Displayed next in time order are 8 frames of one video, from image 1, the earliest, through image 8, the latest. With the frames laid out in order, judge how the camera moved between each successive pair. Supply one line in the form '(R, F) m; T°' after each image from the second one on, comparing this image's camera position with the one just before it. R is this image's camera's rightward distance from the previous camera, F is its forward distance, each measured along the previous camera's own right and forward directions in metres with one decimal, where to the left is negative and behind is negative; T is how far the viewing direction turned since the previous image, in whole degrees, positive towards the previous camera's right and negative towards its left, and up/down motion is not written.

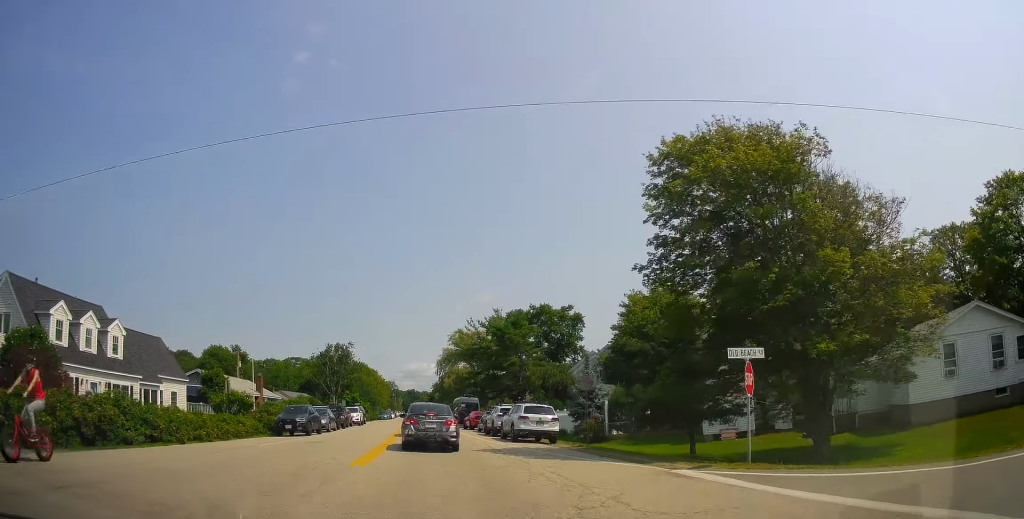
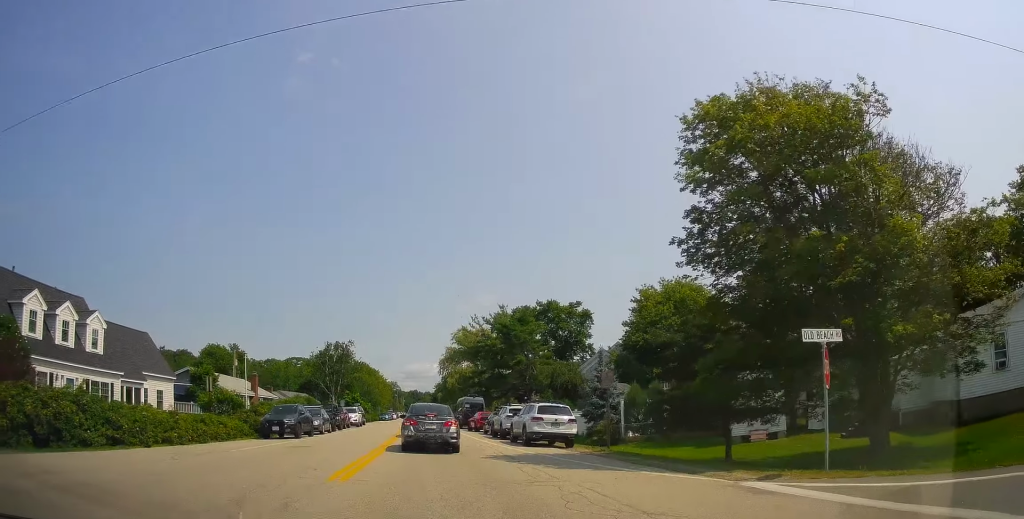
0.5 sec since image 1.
(+0.1, +2.6) m; +2°
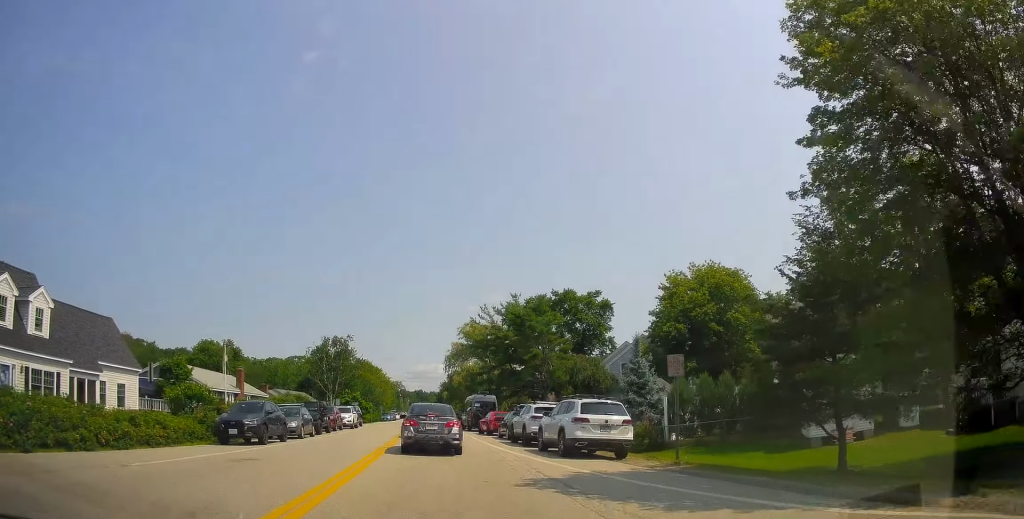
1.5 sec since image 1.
(0.0, +6.1) m; +6°
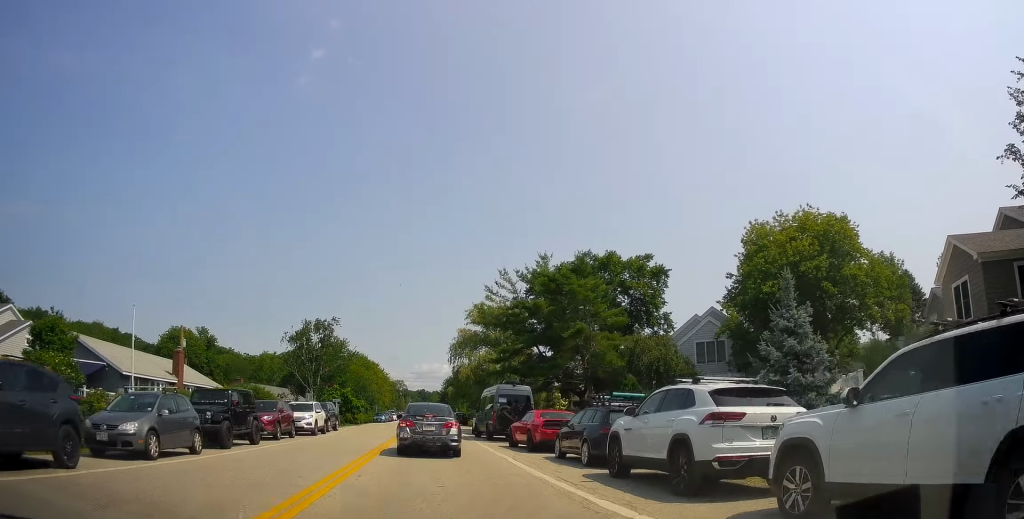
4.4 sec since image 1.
(-0.5, +14.2) m; -5°
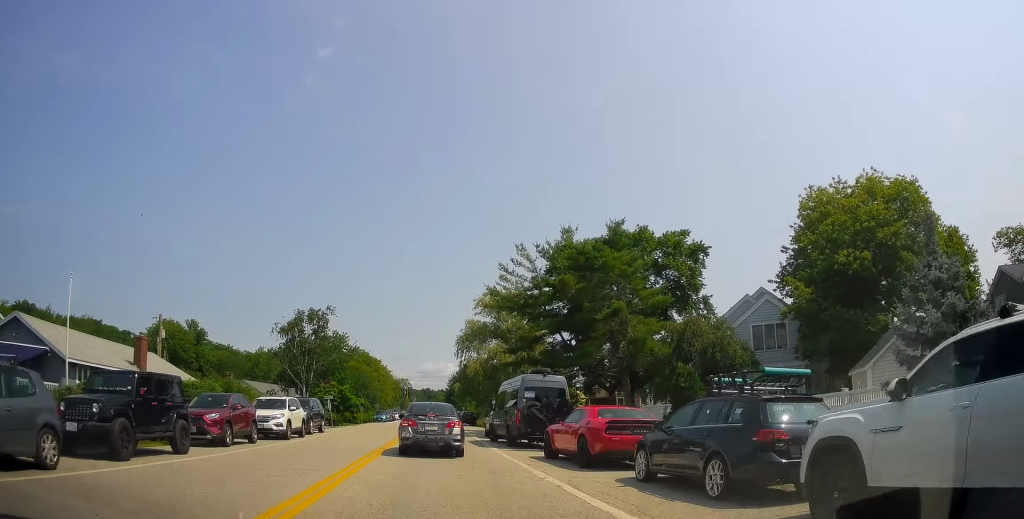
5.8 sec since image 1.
(0.0, +6.5) m; -4°
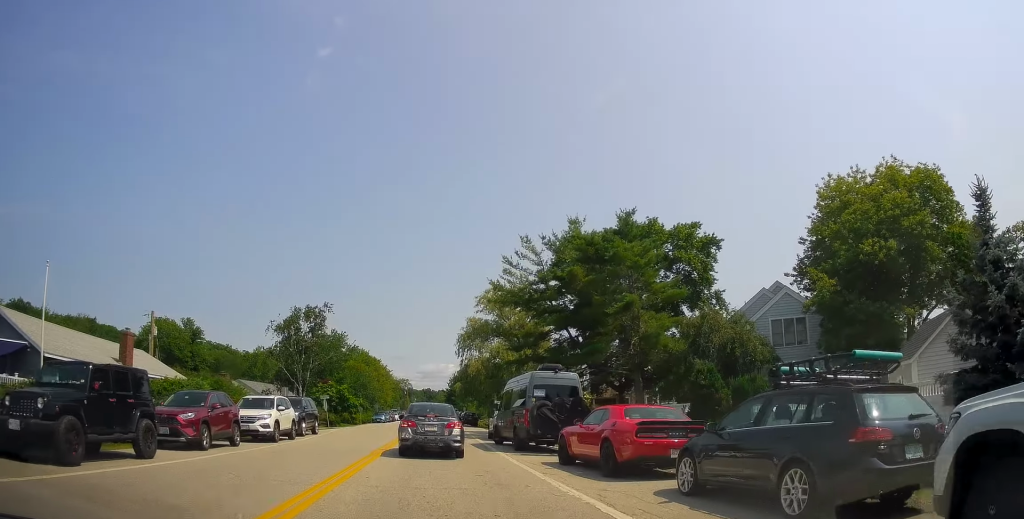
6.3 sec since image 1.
(-0.1, +1.9) m; -2°
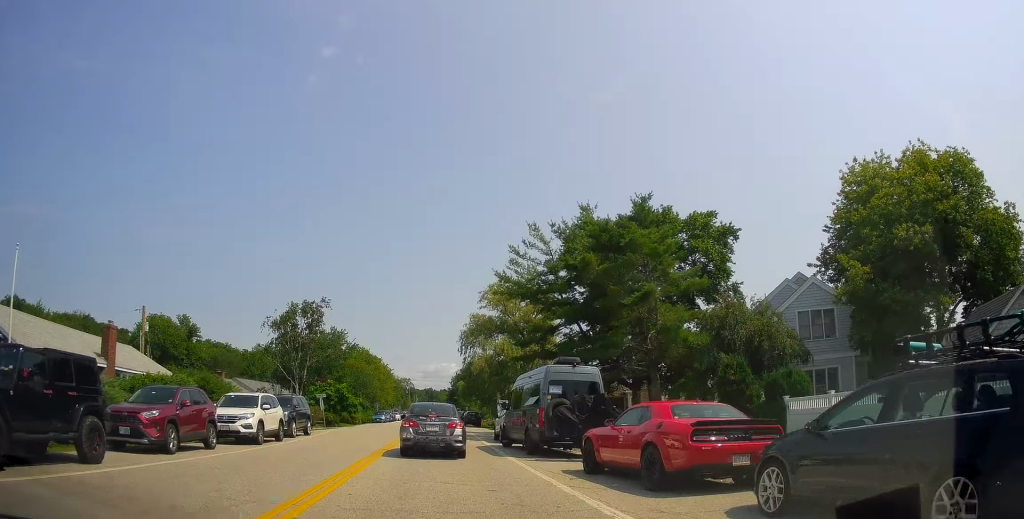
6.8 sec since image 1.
(0.0, +2.3) m; +1°
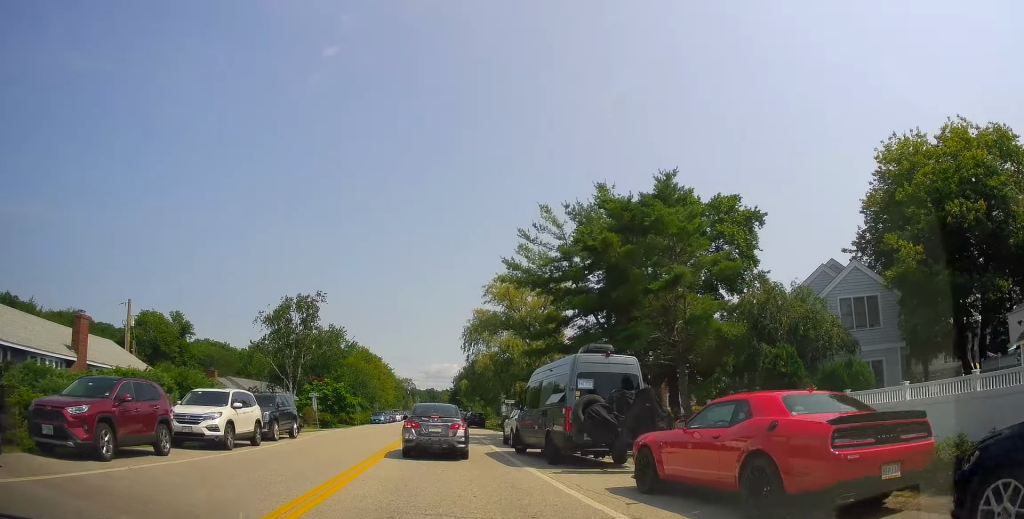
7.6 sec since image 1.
(0.0, +3.3) m; +3°
